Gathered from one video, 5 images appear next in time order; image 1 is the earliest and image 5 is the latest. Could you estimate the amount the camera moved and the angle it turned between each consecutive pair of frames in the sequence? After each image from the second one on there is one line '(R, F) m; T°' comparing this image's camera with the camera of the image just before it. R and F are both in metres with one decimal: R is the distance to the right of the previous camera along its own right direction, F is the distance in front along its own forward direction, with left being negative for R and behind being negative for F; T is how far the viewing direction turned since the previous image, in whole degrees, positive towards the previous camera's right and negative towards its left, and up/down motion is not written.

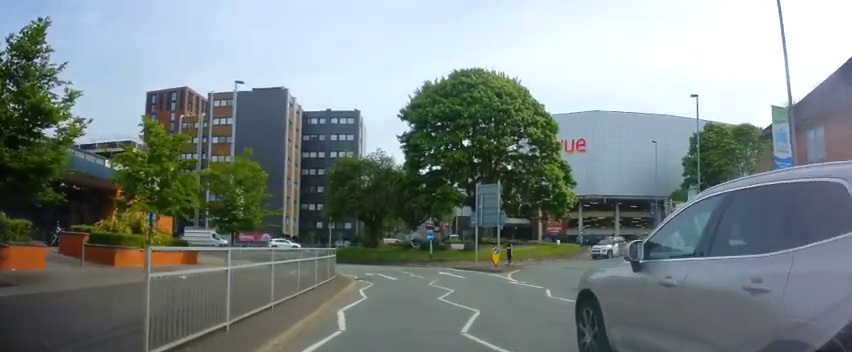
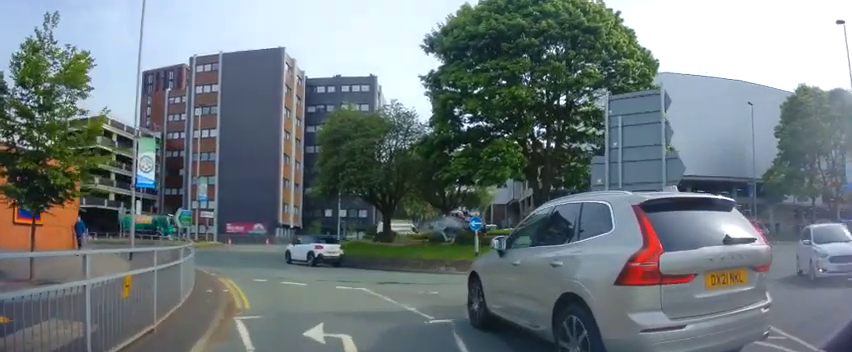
(+0.8, +13.5) m; -3°
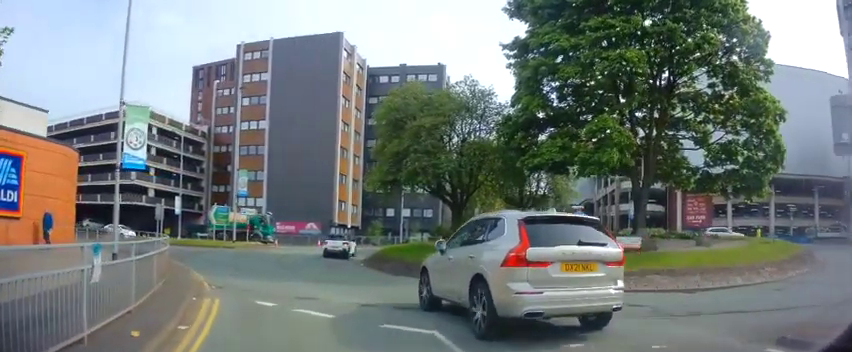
(-0.7, +5.9) m; -9°
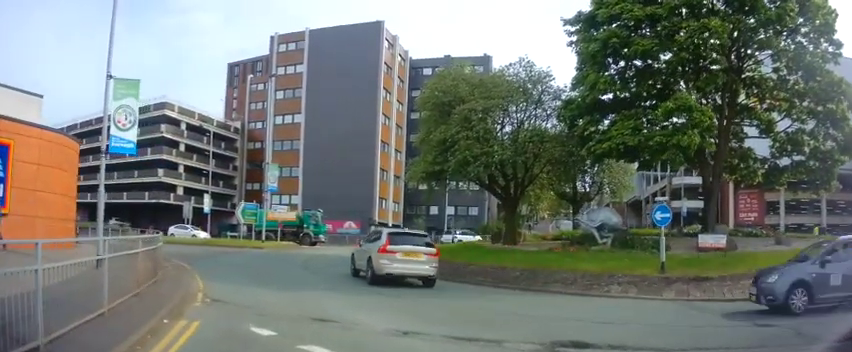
(0.0, +3.3) m; -2°
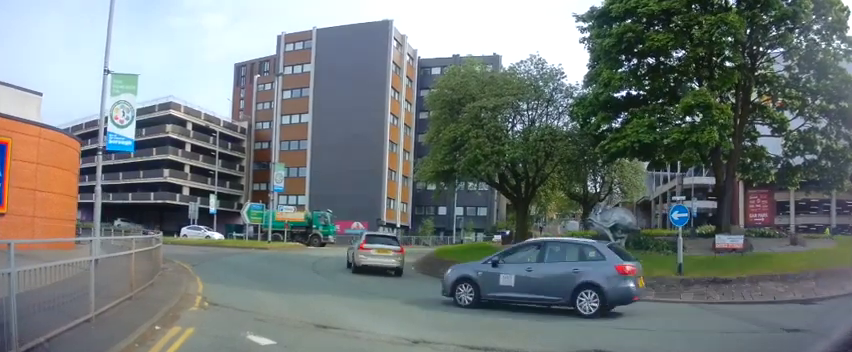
(-0.1, +0.8) m; 0°
